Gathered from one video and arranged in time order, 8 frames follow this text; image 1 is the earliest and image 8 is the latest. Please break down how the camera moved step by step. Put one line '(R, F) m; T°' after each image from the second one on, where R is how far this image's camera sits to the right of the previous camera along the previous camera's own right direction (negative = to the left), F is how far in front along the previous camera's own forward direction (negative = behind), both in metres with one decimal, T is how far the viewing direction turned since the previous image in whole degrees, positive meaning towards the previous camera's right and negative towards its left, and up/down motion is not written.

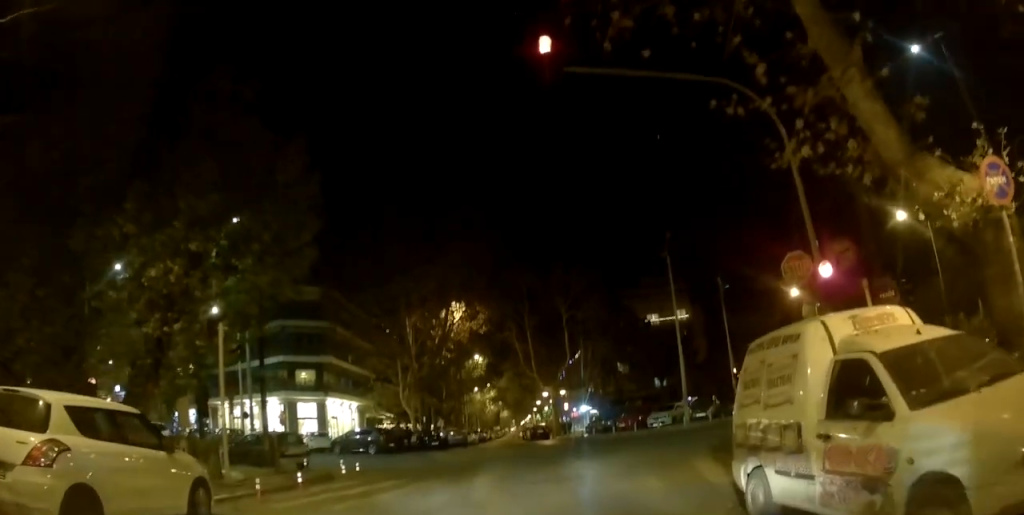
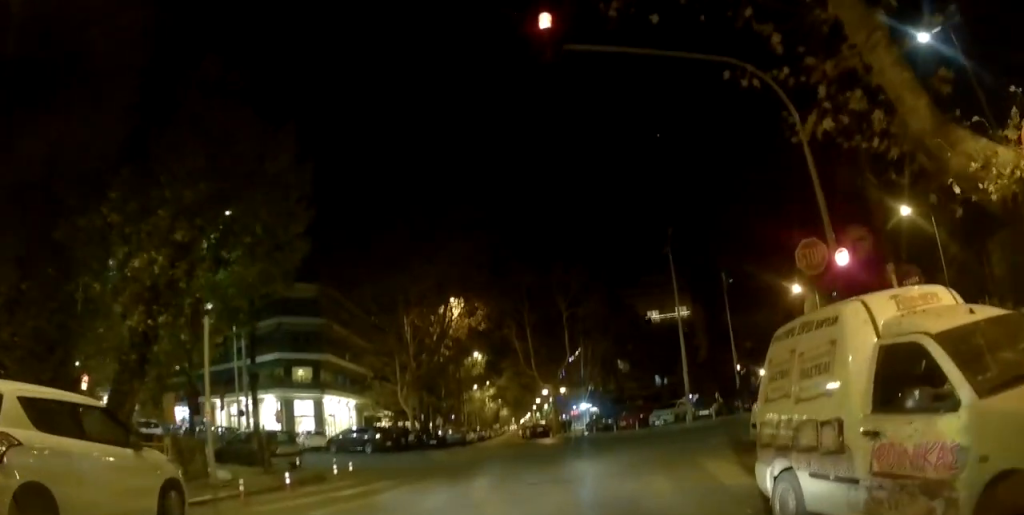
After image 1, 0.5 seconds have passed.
(-0.2, +0.3) m; 0°
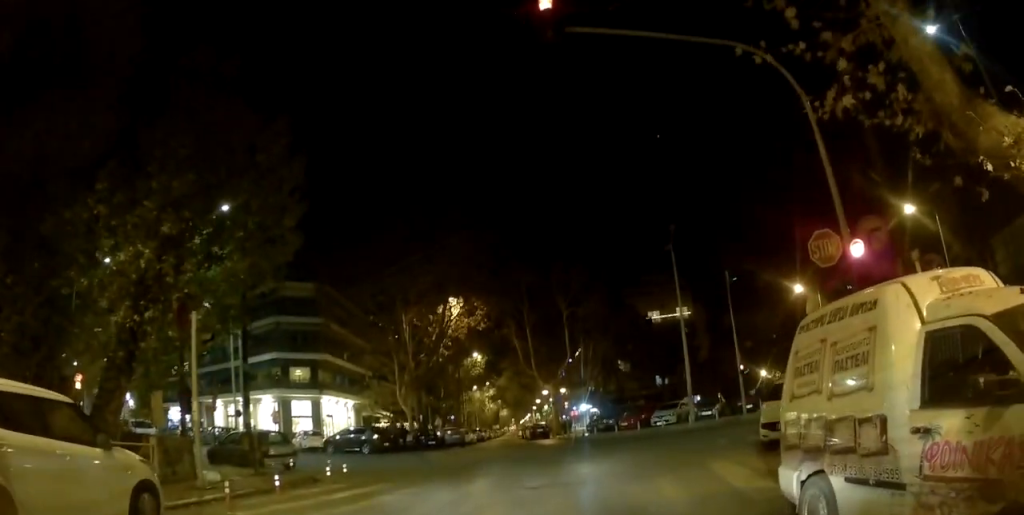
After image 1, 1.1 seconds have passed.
(-0.1, +0.1) m; 0°
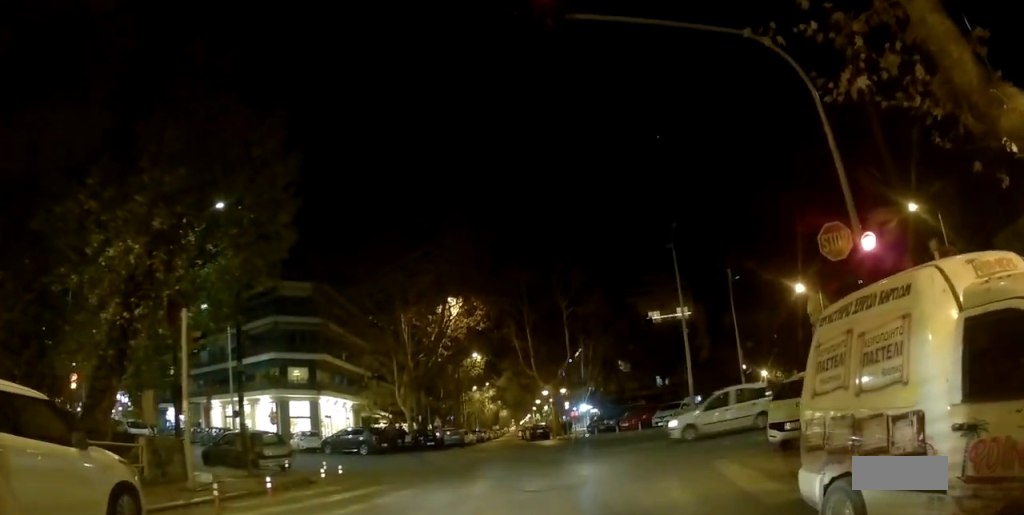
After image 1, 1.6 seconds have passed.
(-0.1, +0.1) m; 0°
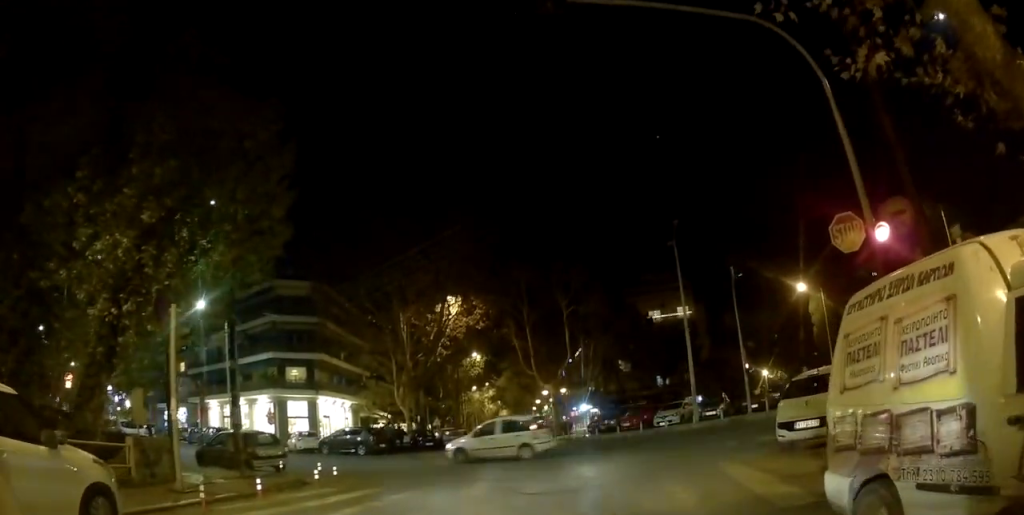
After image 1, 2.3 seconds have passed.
(-0.1, +0.1) m; 0°
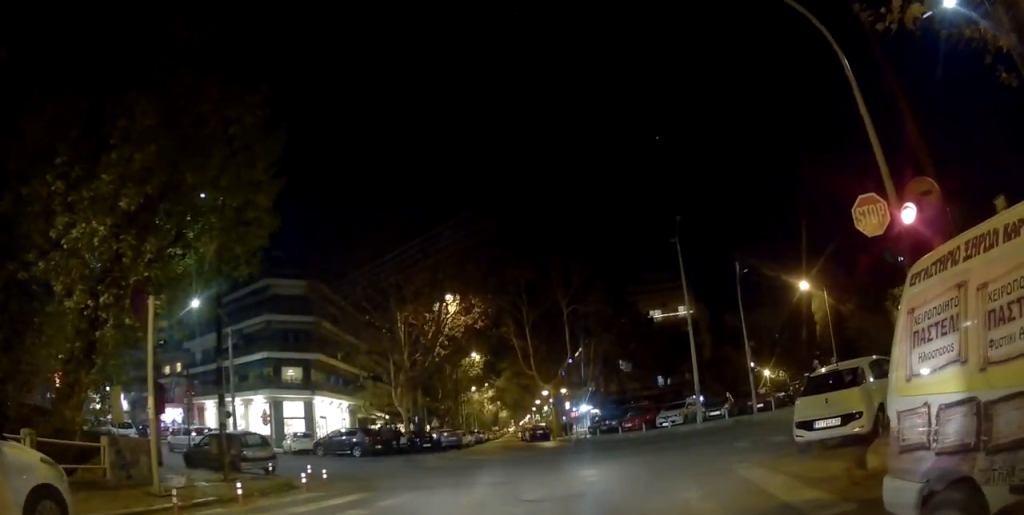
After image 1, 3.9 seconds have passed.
(-0.2, +0.2) m; 0°
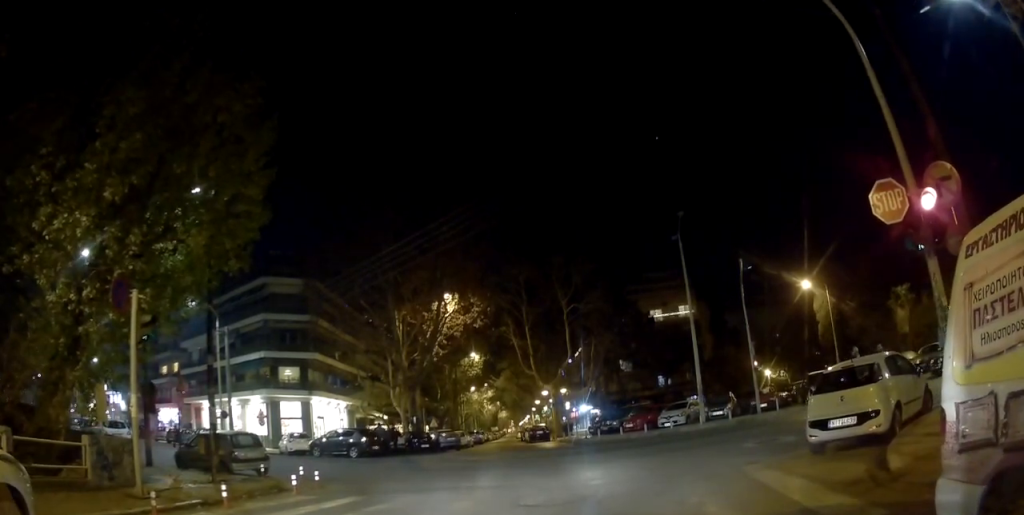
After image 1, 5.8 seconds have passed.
(-0.1, +0.1) m; 0°
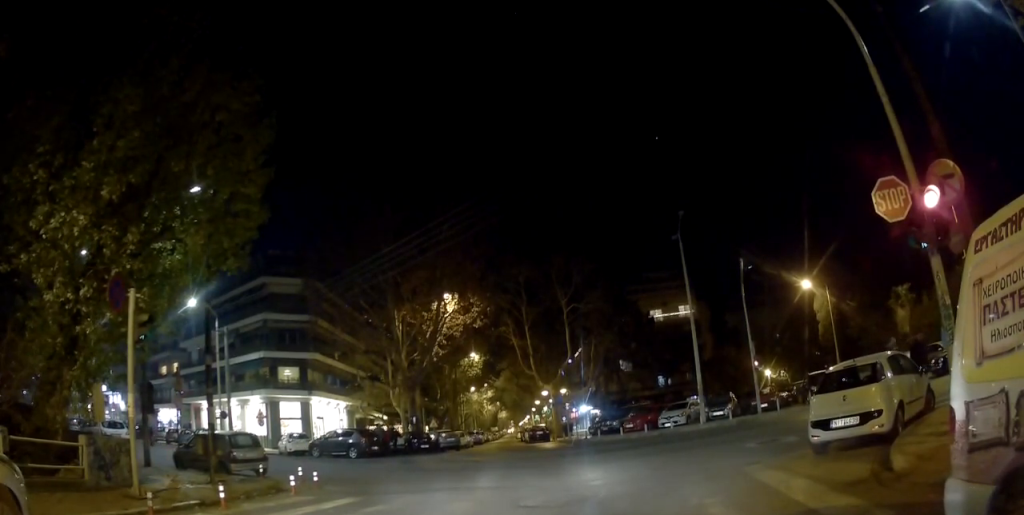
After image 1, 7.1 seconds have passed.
(0.0, 0.0) m; 0°
